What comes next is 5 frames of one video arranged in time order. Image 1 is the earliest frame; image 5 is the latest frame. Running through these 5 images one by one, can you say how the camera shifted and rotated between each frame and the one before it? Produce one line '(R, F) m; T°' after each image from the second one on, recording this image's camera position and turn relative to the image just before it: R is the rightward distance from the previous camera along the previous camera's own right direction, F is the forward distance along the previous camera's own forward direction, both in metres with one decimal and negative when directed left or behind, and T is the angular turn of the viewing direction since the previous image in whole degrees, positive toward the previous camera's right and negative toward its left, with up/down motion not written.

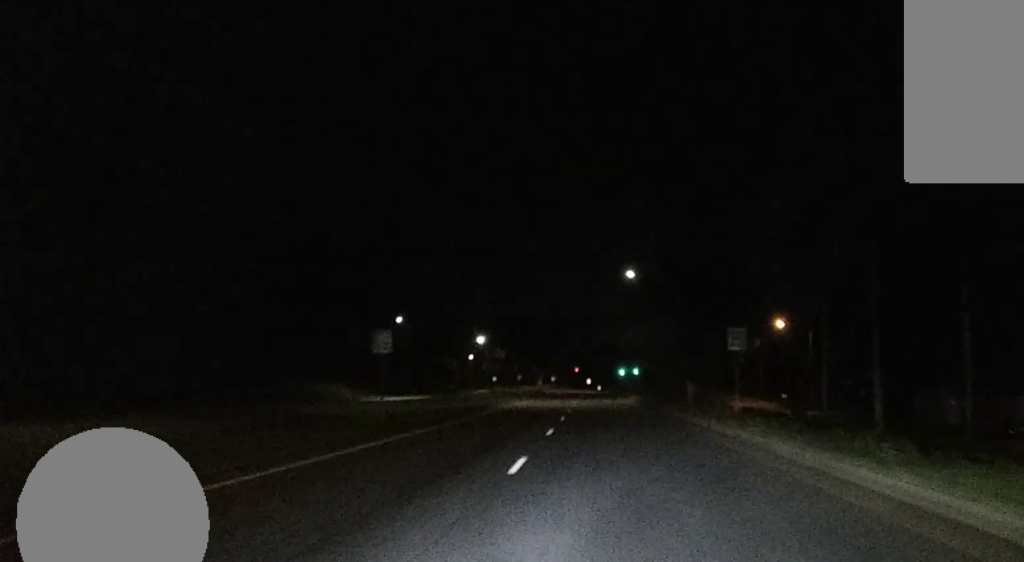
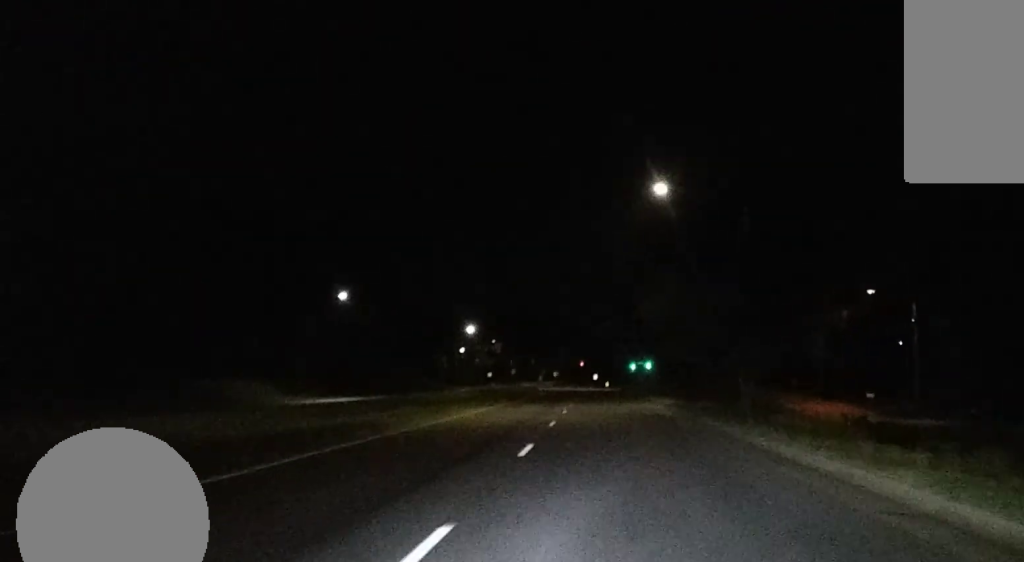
(-0.4, +32.8) m; -1°
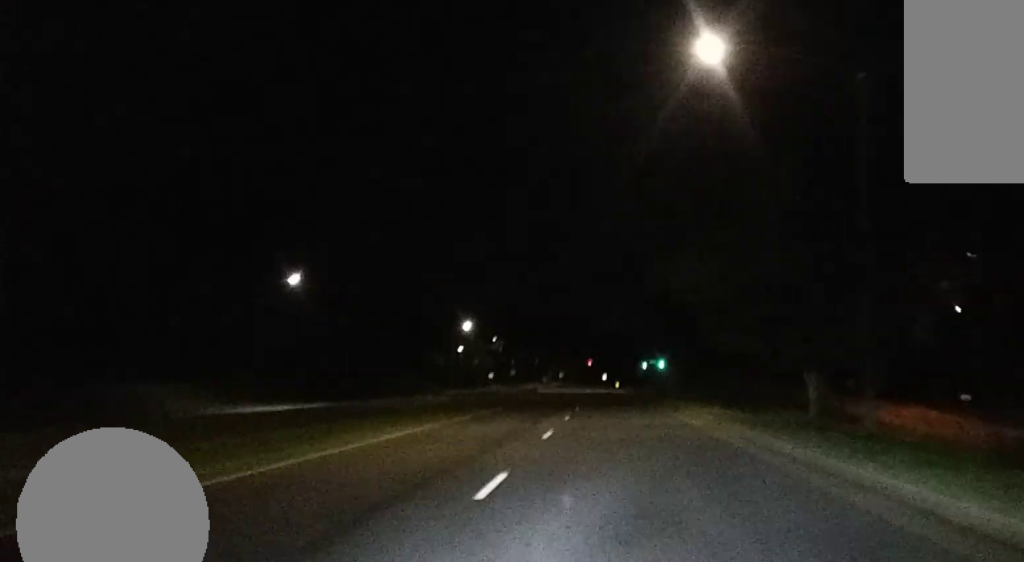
(+0.1, +19.1) m; 0°
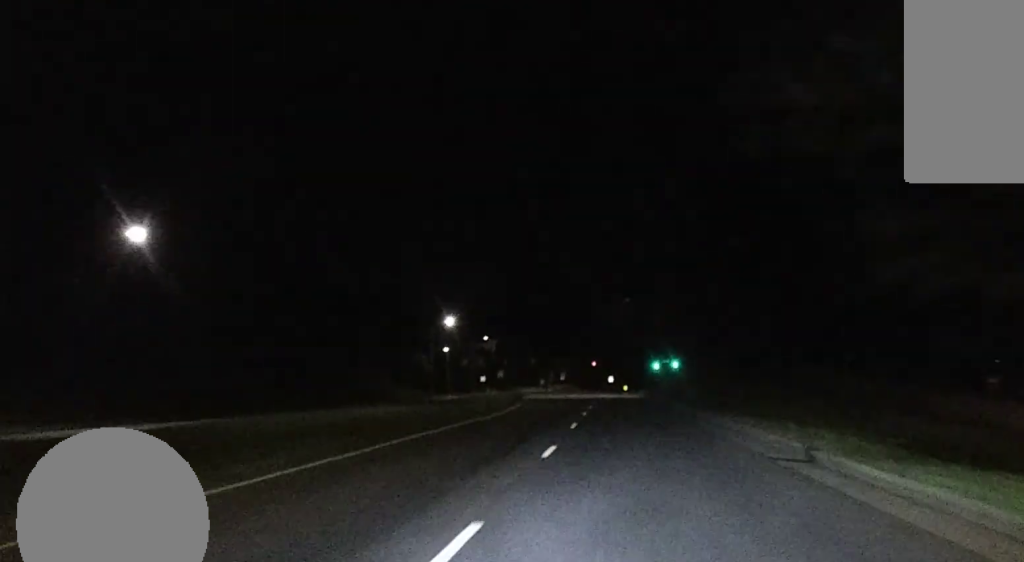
(-0.3, +29.3) m; -1°
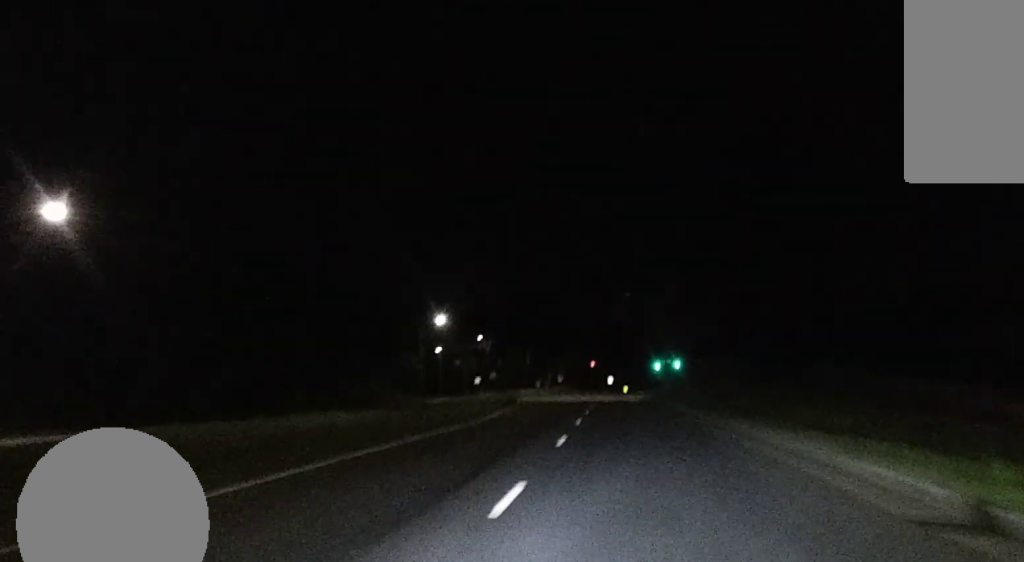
(-0.1, +8.7) m; 0°
